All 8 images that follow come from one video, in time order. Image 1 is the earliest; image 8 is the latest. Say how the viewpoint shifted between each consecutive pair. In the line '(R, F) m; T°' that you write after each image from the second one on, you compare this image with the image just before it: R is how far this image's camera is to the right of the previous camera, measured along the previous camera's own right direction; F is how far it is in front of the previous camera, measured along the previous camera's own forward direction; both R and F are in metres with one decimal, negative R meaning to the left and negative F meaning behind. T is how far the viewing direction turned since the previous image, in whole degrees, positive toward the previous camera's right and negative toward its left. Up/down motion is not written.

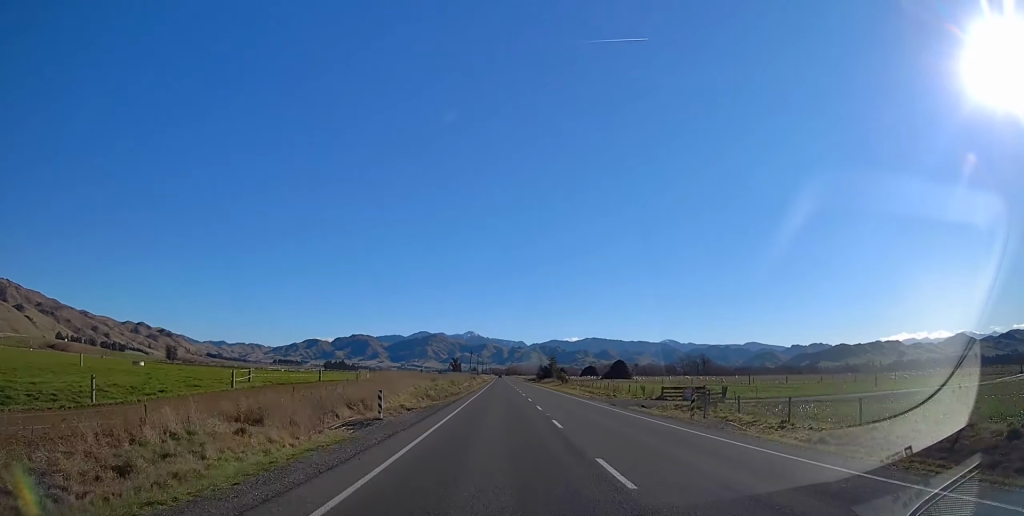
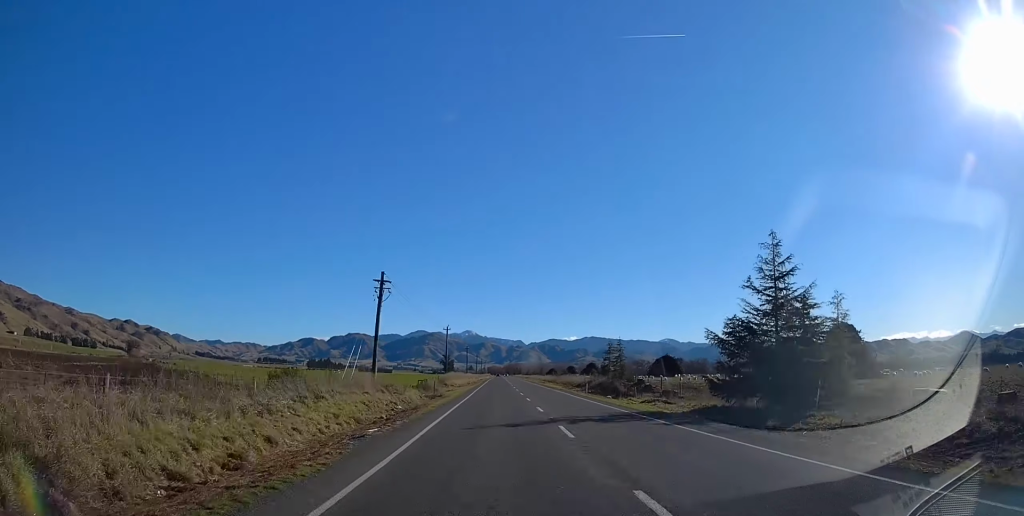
(+0.3, +142.2) m; 0°
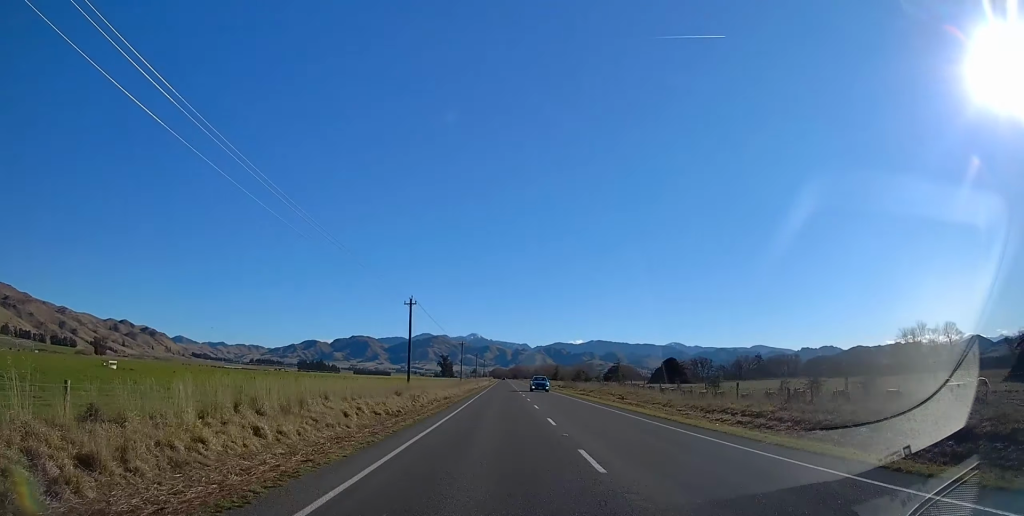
(-0.5, +124.2) m; 0°
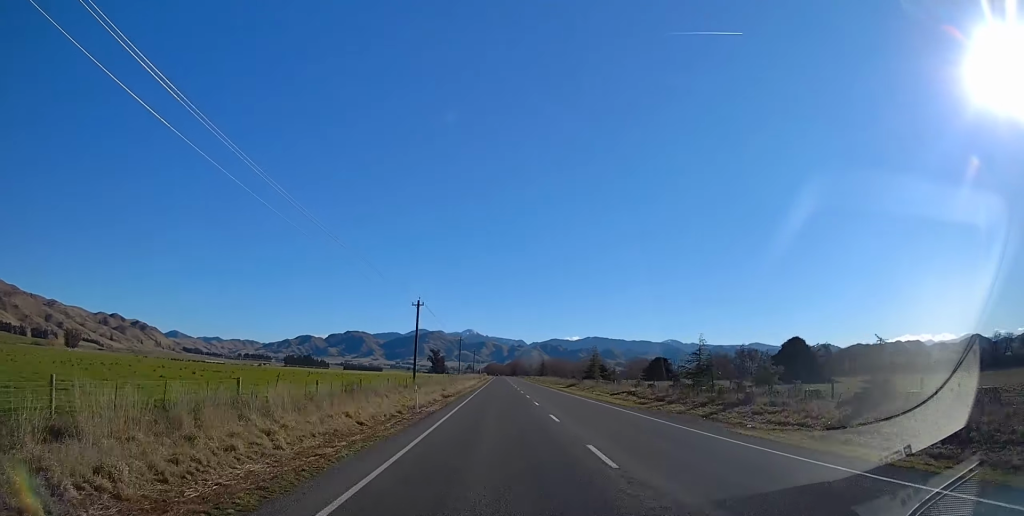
(0.0, +69.7) m; 0°
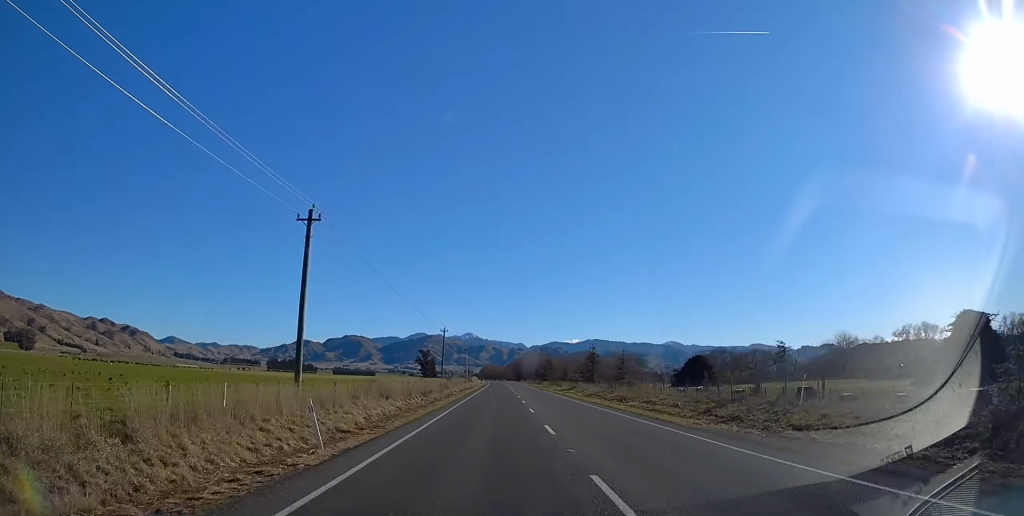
(+0.2, +113.5) m; 0°
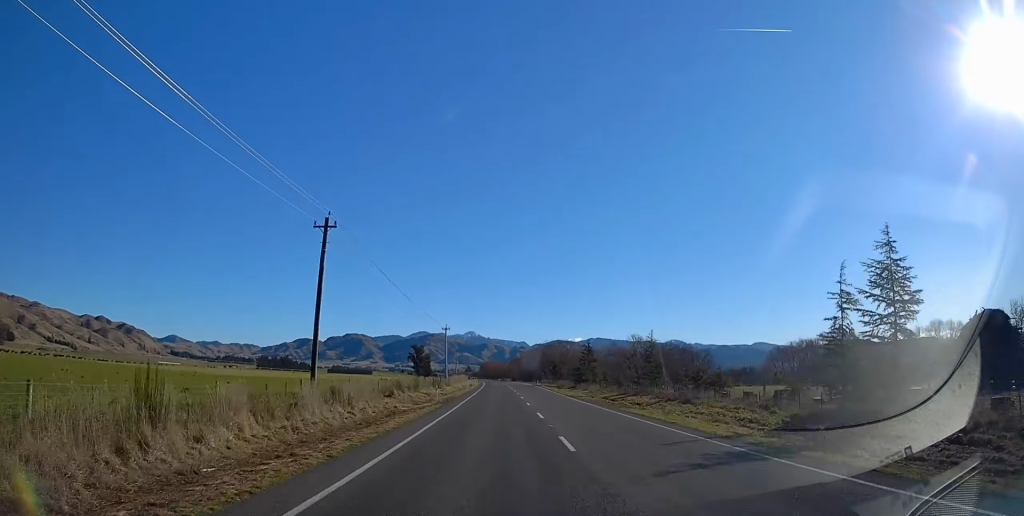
(0.0, +73.2) m; 0°
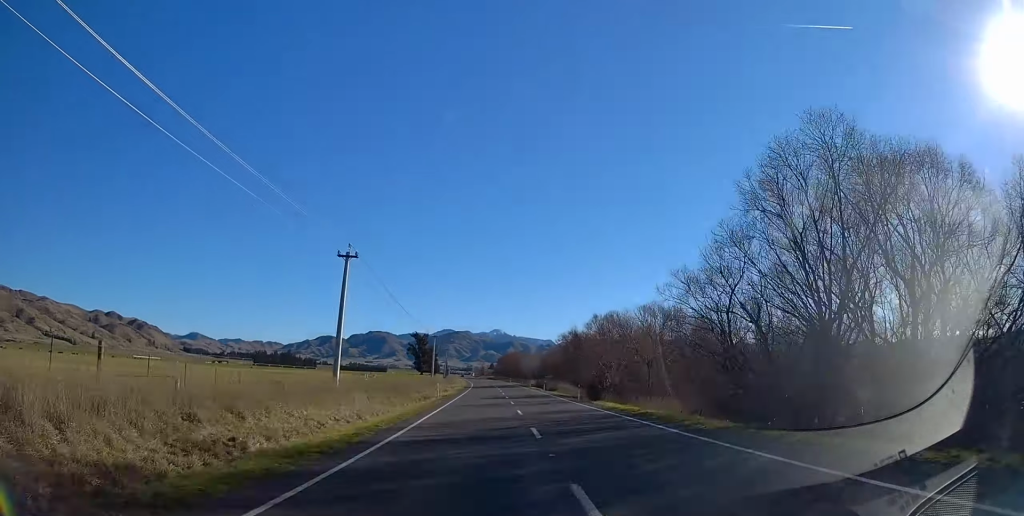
(-2.4, +146.2) m; -2°
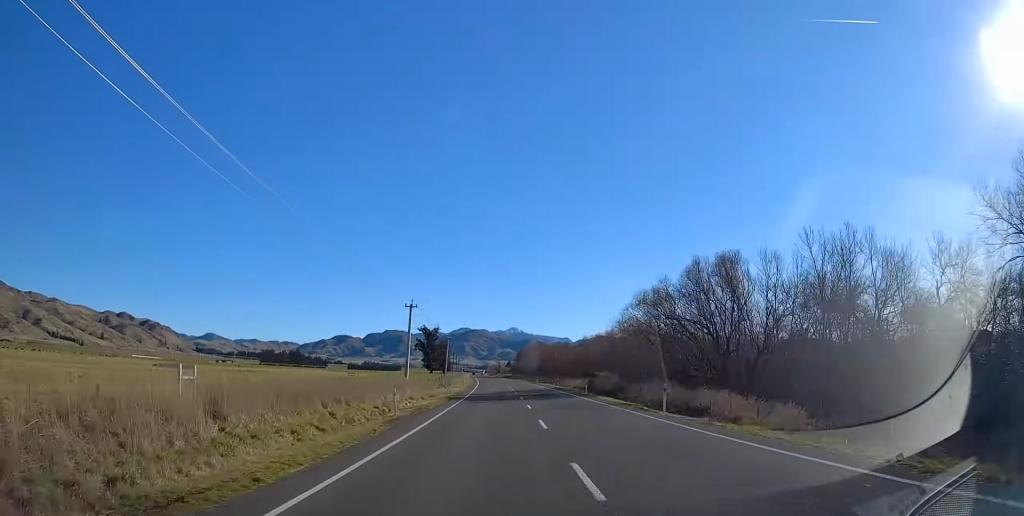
(-0.1, +47.5) m; -1°
